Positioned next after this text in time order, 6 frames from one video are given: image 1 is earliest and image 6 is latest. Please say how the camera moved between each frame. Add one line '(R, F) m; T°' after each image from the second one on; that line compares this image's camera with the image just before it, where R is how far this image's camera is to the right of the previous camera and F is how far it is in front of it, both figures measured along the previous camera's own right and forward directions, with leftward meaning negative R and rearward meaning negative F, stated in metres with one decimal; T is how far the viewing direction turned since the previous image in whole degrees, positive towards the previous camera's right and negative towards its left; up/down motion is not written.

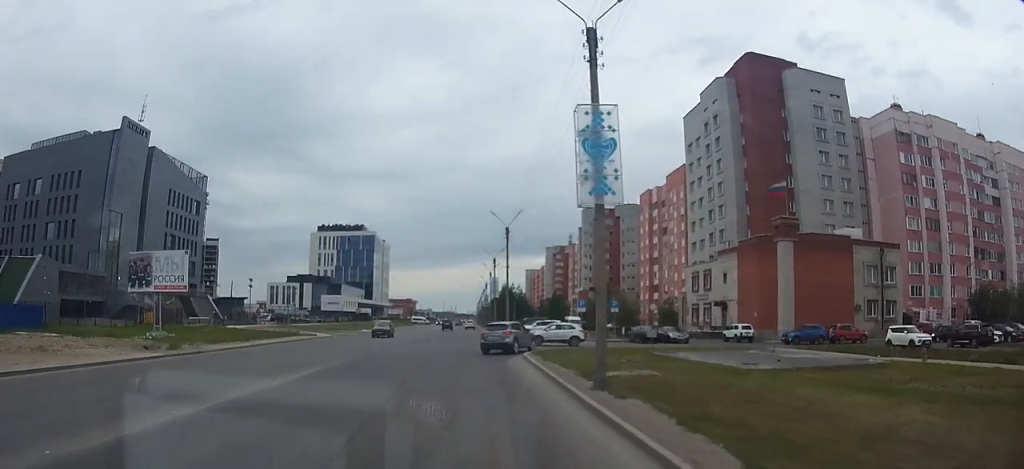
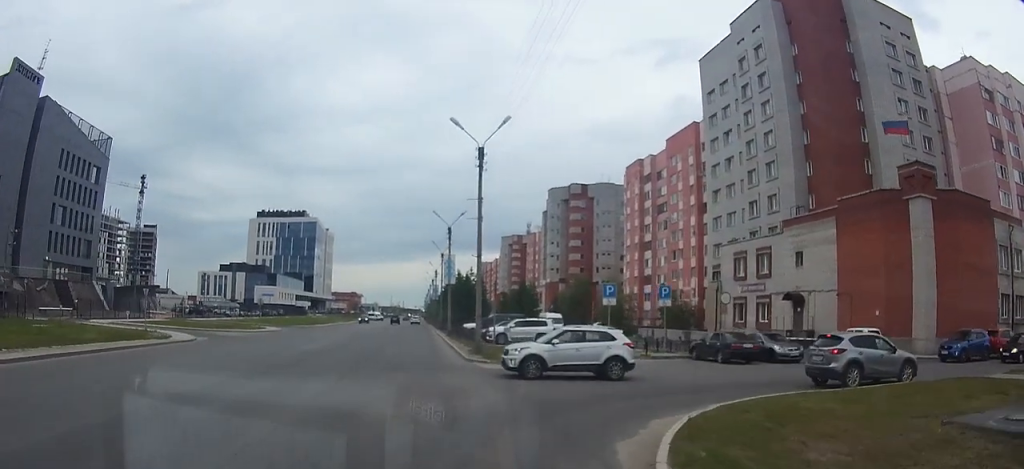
(+0.9, +22.6) m; +9°
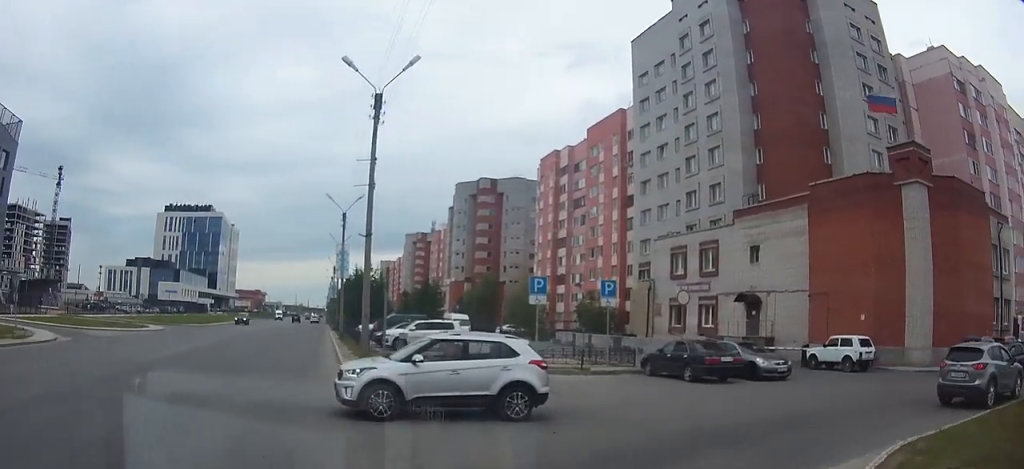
(+0.7, +6.7) m; +17°
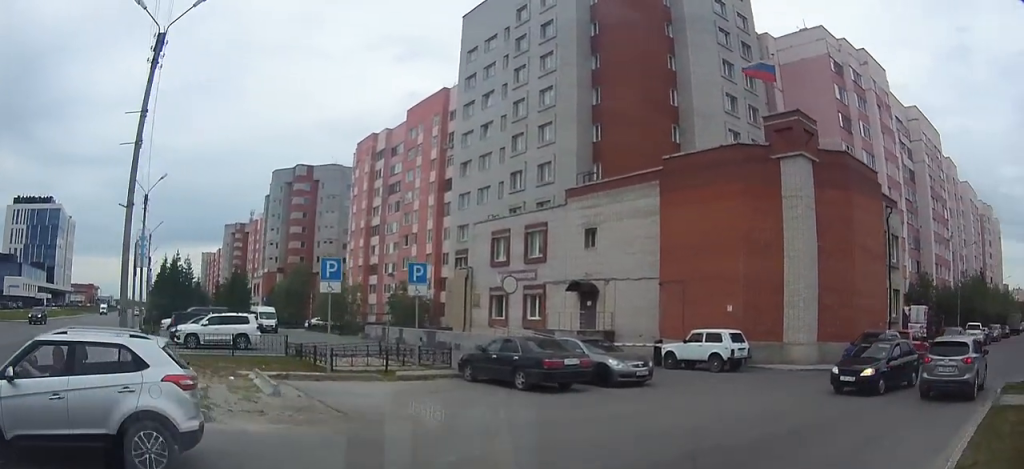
(+0.8, +4.5) m; +21°
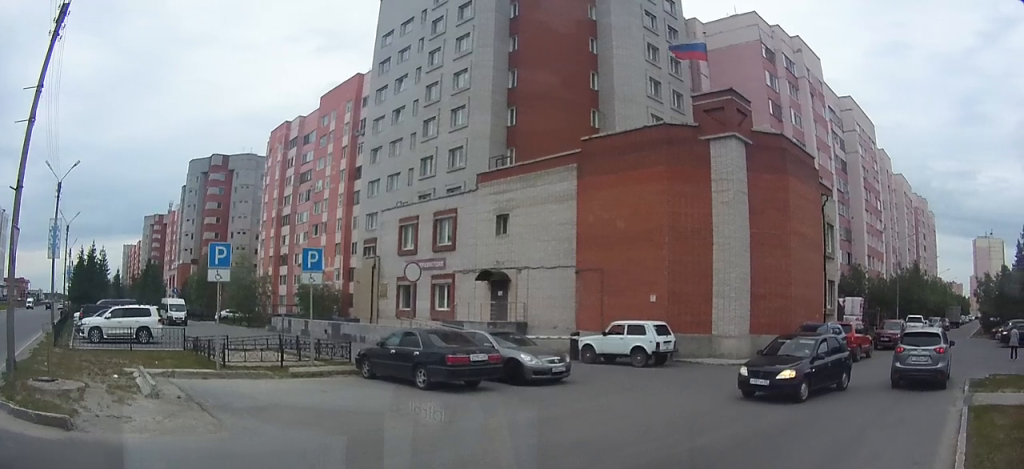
(+0.1, +1.9) m; +9°
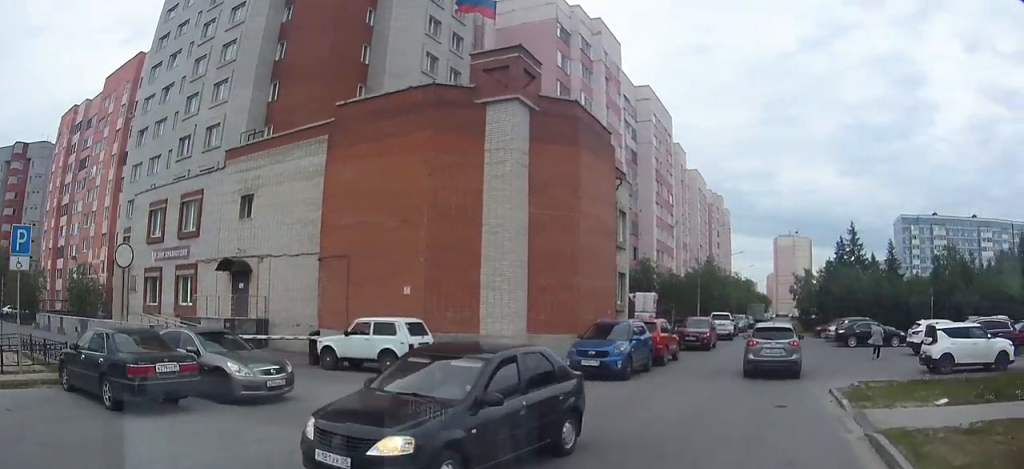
(+0.7, +4.2) m; +14°
